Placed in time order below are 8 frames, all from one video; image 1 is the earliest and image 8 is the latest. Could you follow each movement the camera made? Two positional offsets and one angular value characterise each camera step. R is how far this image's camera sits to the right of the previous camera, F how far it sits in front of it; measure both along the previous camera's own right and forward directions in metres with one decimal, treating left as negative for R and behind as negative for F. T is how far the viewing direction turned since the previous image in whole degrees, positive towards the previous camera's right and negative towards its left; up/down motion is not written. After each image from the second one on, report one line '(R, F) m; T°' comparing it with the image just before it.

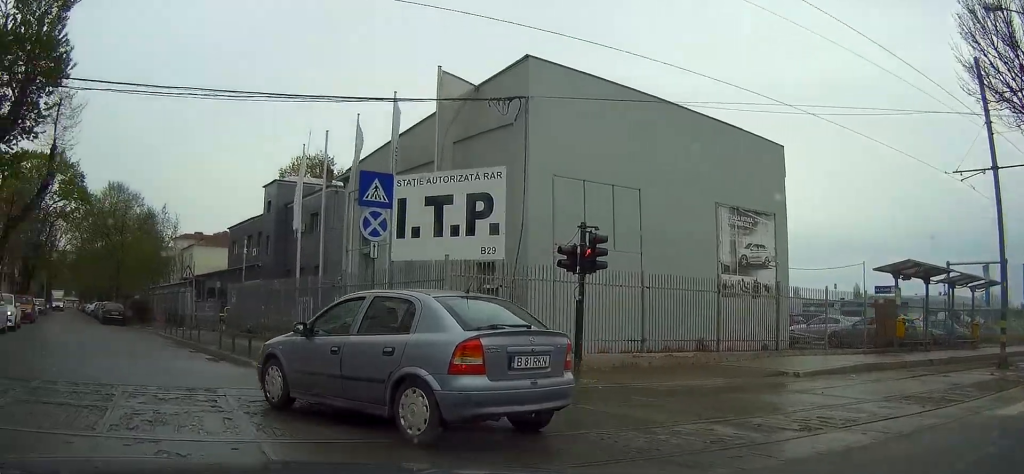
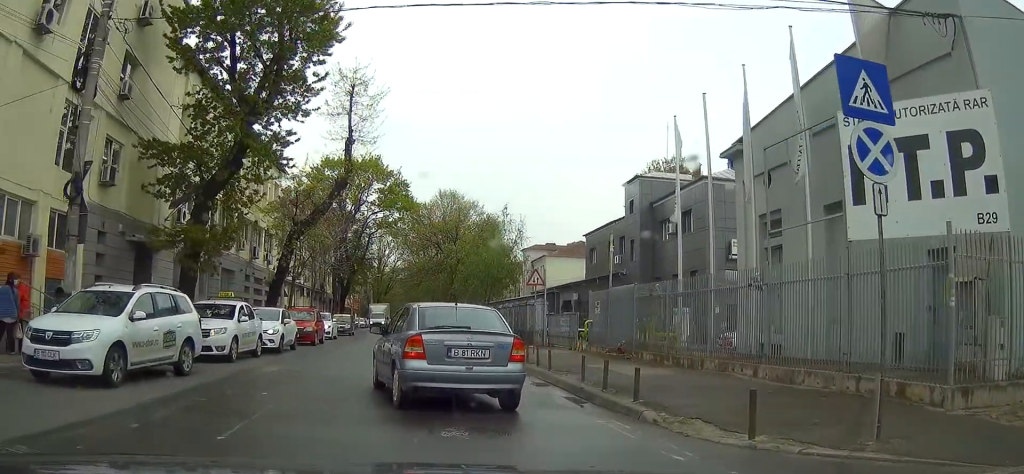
(-1.9, +7.1) m; -21°
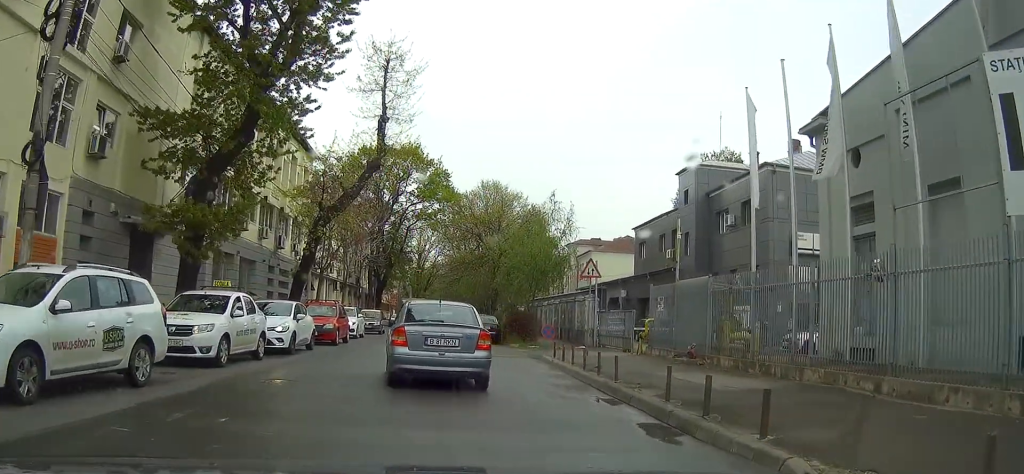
(-0.1, +4.1) m; 0°
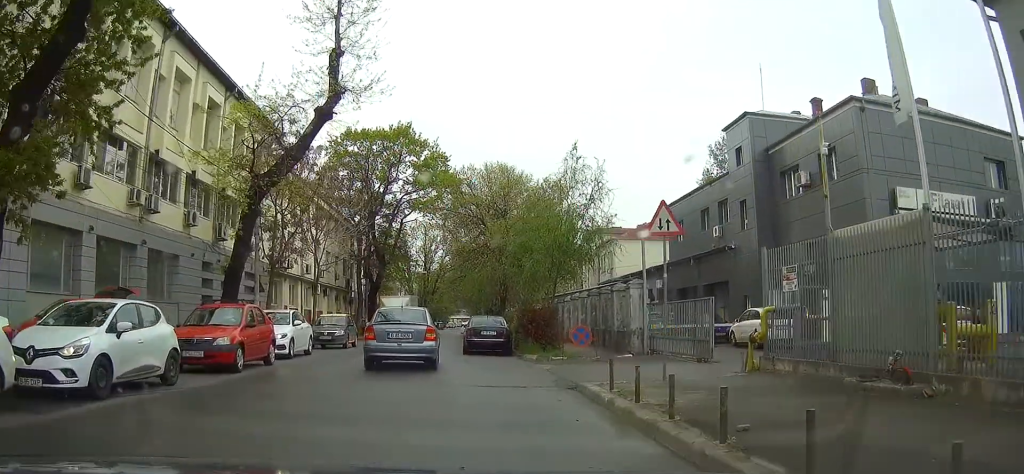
(-0.2, +11.1) m; -8°
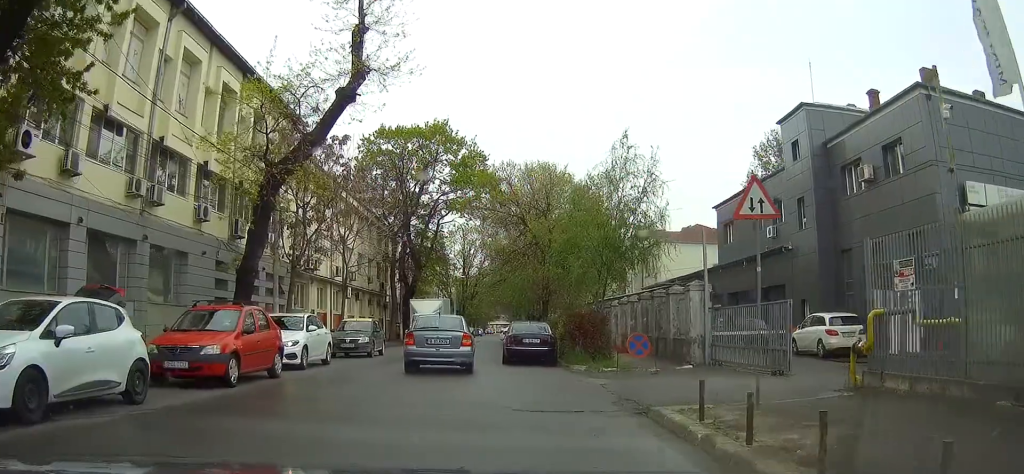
(-0.2, +3.3) m; -2°
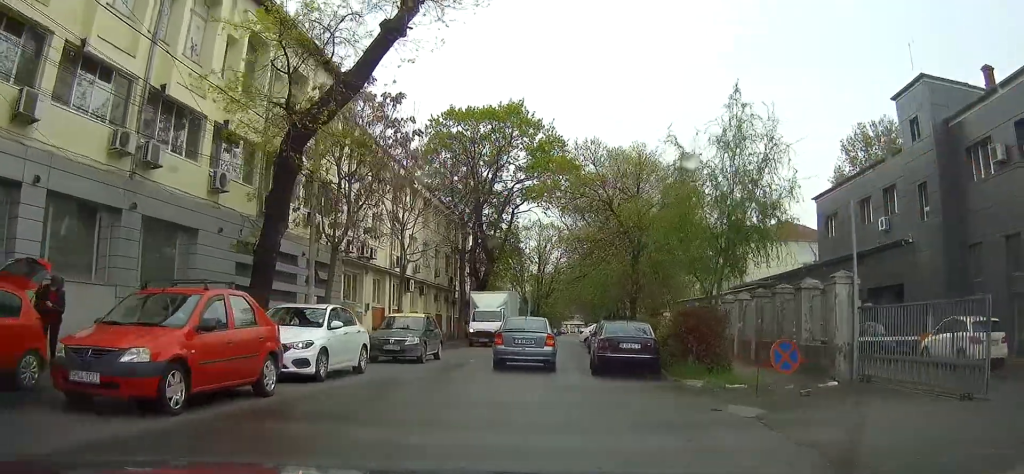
(-0.2, +5.7) m; -2°
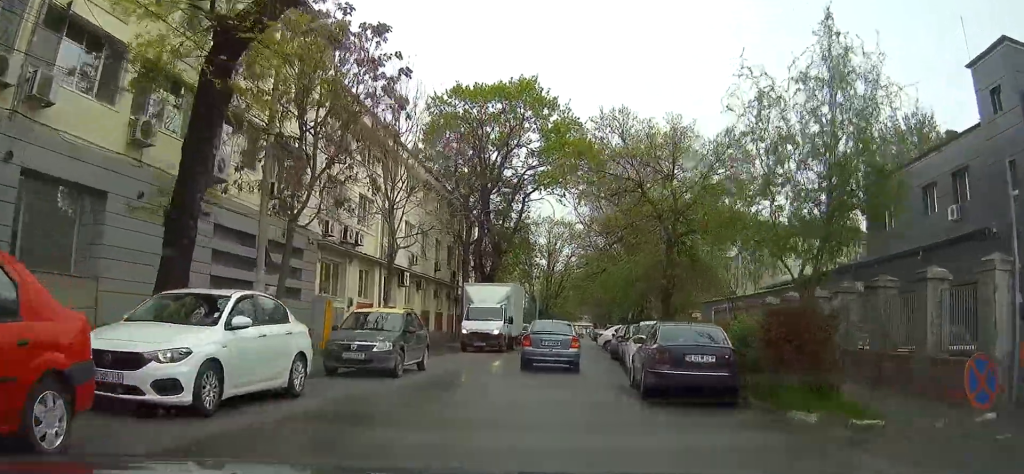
(0.0, +6.2) m; +1°
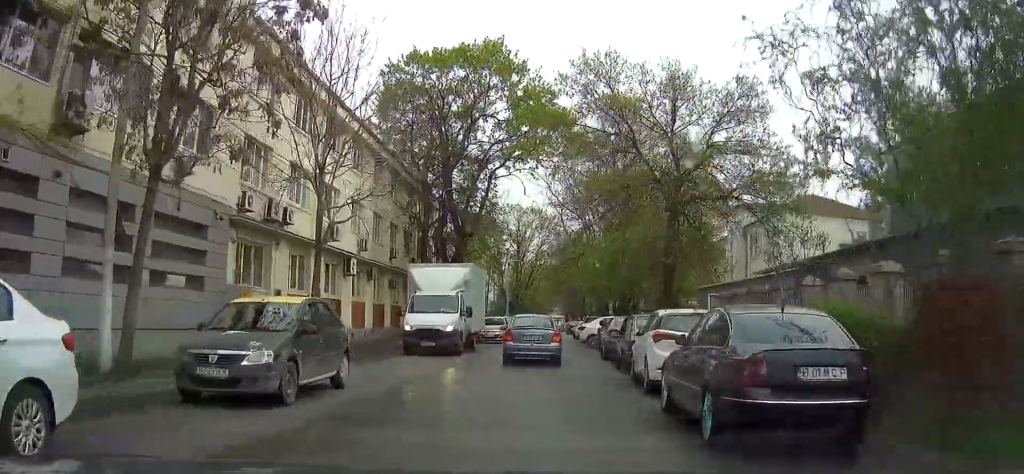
(+0.1, +6.1) m; +2°
